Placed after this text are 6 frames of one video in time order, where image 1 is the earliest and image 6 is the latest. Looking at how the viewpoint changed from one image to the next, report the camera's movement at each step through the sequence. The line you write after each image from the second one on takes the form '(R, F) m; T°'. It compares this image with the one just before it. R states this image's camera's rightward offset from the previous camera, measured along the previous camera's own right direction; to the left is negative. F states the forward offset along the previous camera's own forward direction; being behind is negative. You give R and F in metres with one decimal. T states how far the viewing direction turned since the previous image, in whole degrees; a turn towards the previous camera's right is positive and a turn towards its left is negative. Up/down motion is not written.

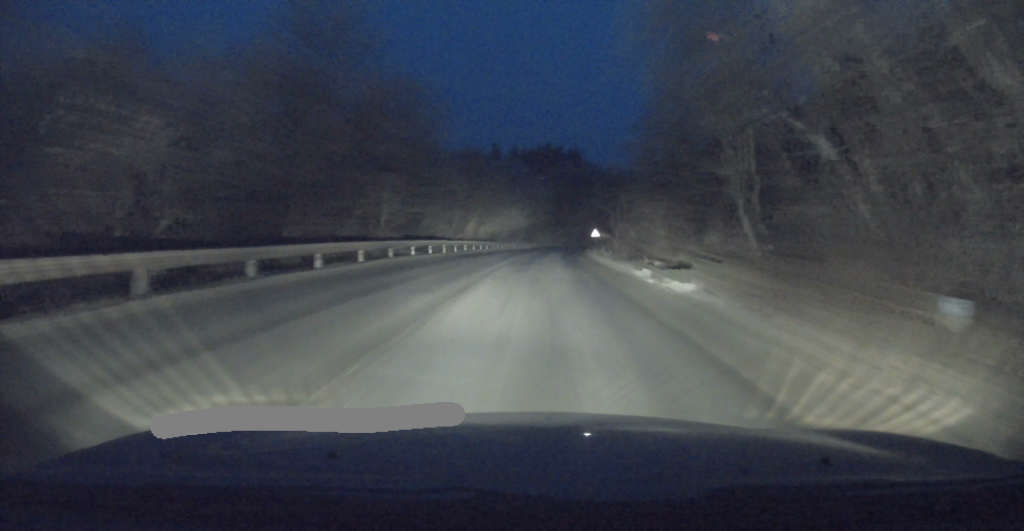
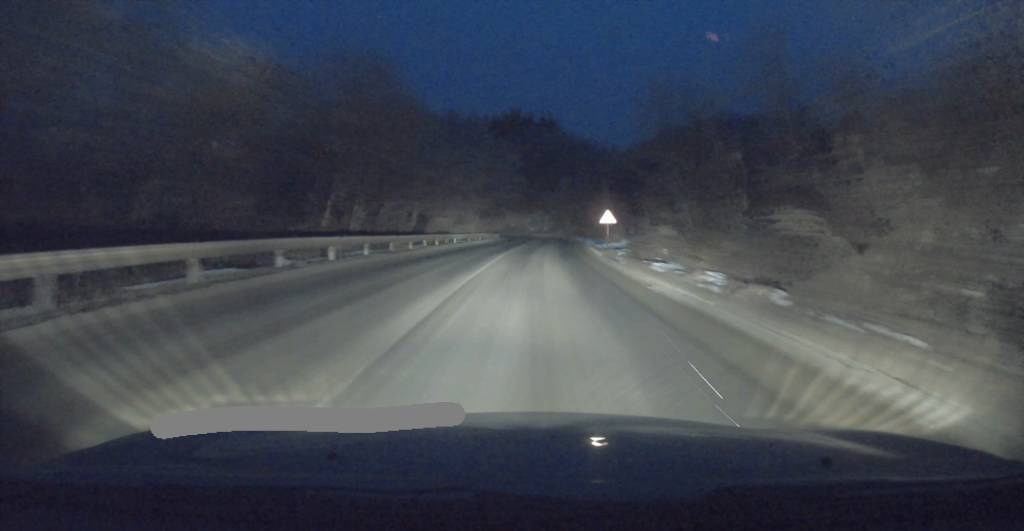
(+0.1, +33.0) m; -1°
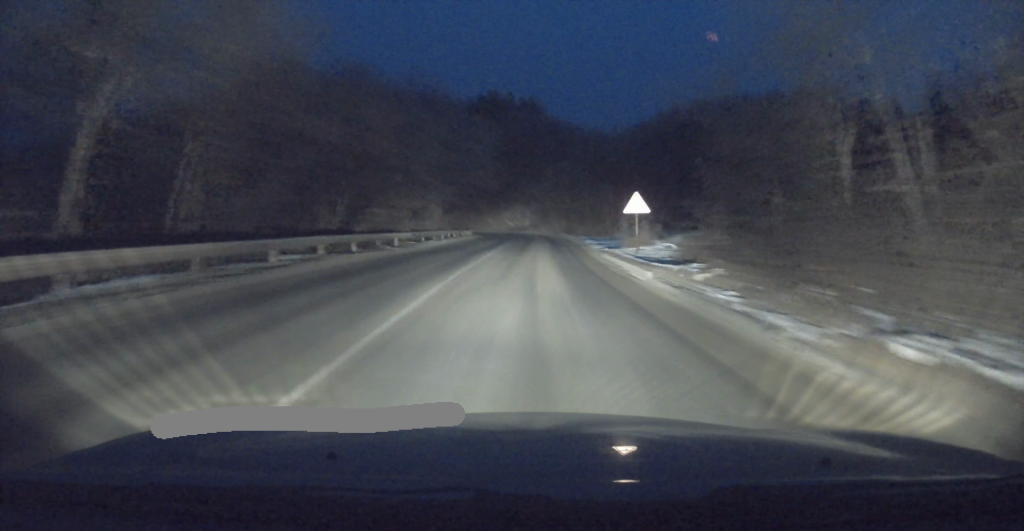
(+0.3, +14.4) m; +2°
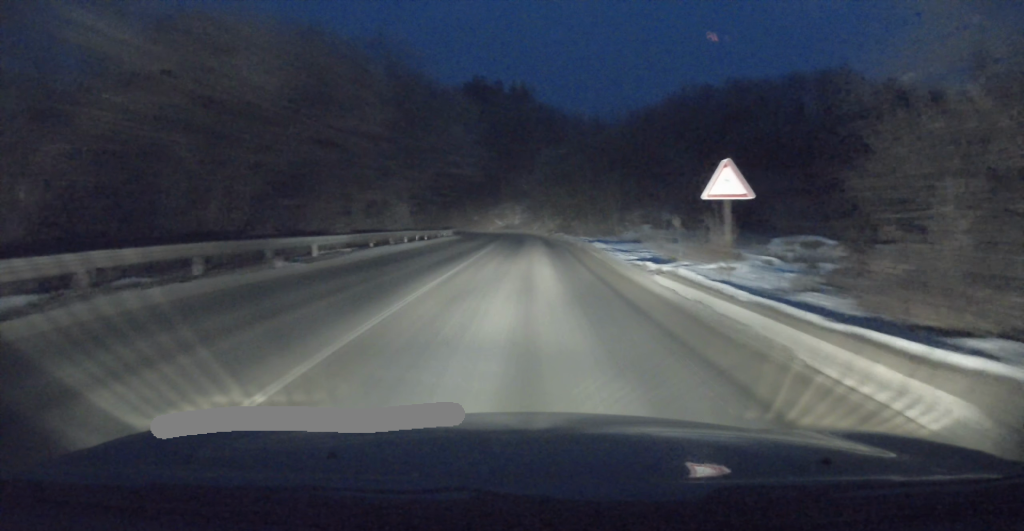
(0.0, +10.5) m; +1°
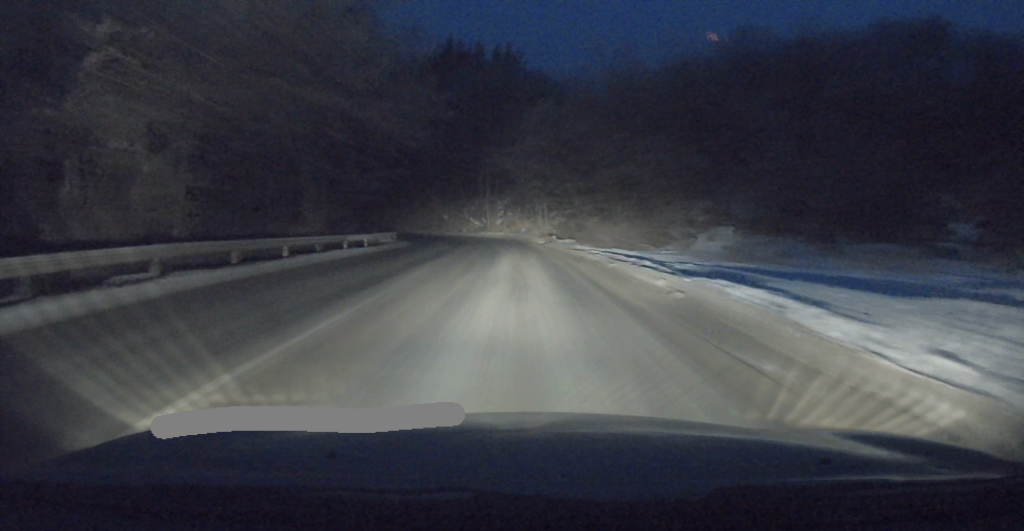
(+0.6, +22.9) m; +1°
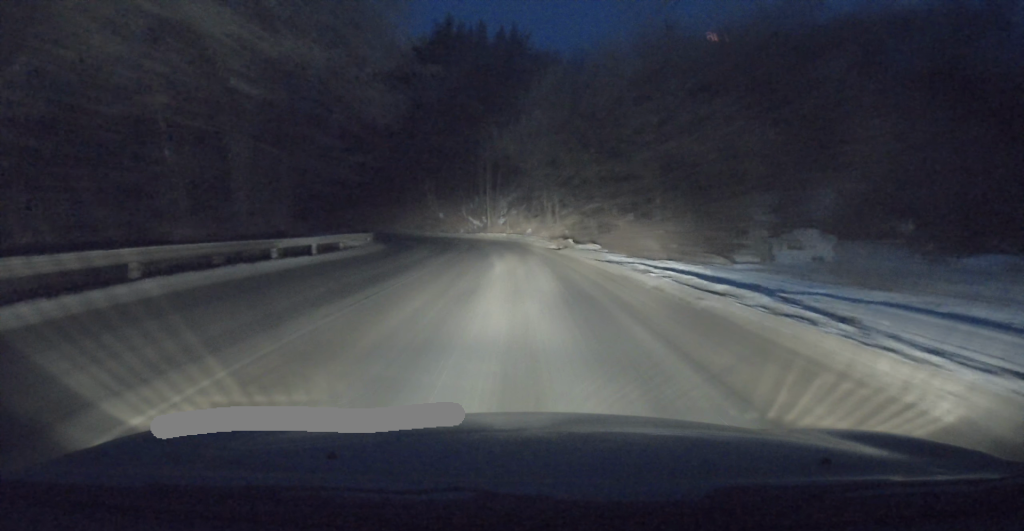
(0.0, +8.1) m; -1°
